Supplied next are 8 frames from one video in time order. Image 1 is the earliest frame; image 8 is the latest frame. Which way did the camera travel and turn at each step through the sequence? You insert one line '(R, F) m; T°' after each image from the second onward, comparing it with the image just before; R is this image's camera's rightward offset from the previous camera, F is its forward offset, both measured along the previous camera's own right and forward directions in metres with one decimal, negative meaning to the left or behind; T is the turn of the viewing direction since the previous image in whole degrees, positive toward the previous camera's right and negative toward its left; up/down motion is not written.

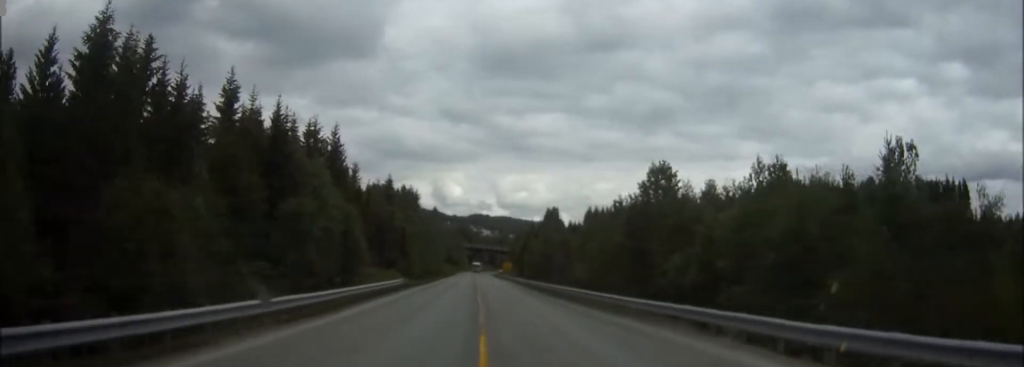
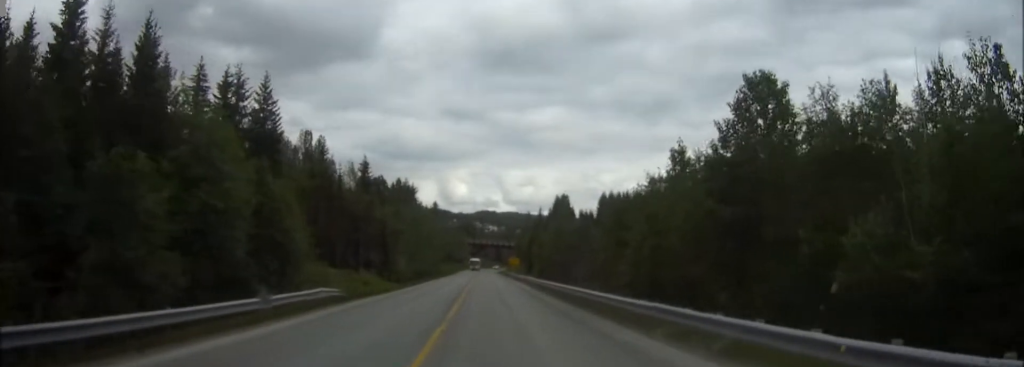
(-0.2, +21.6) m; +3°
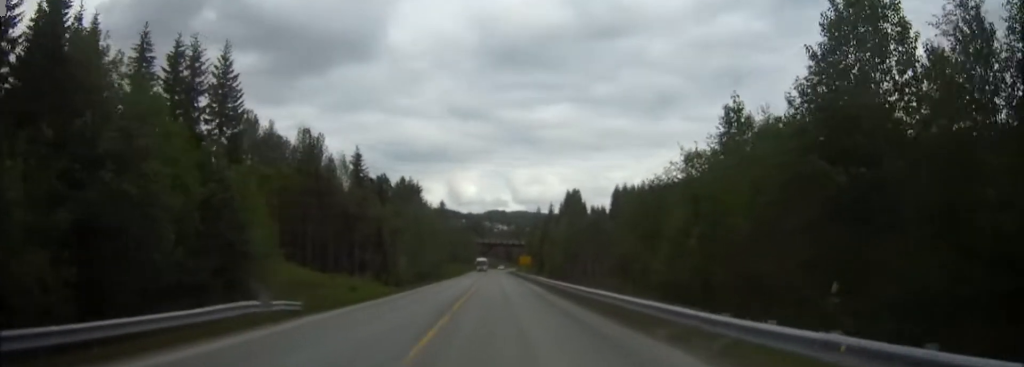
(+0.1, +8.6) m; +2°
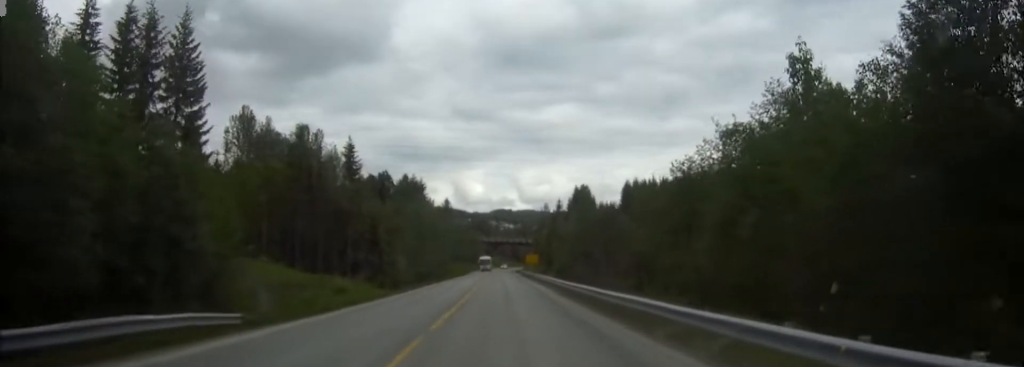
(+0.8, +6.5) m; 0°
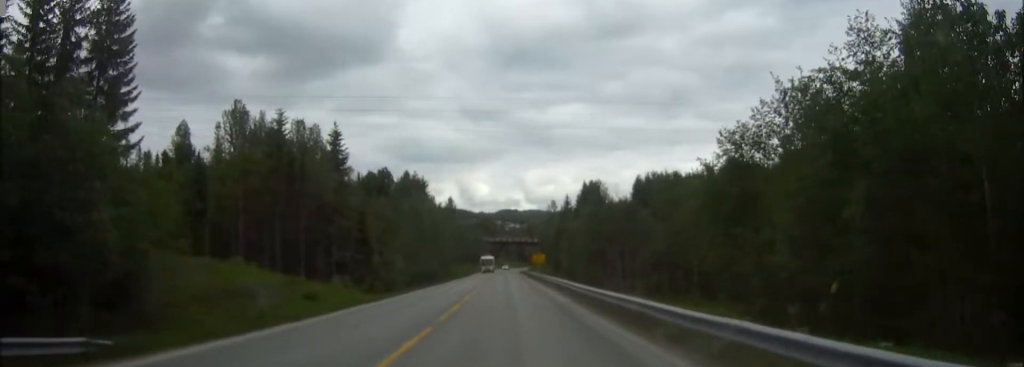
(+0.2, +8.2) m; -1°
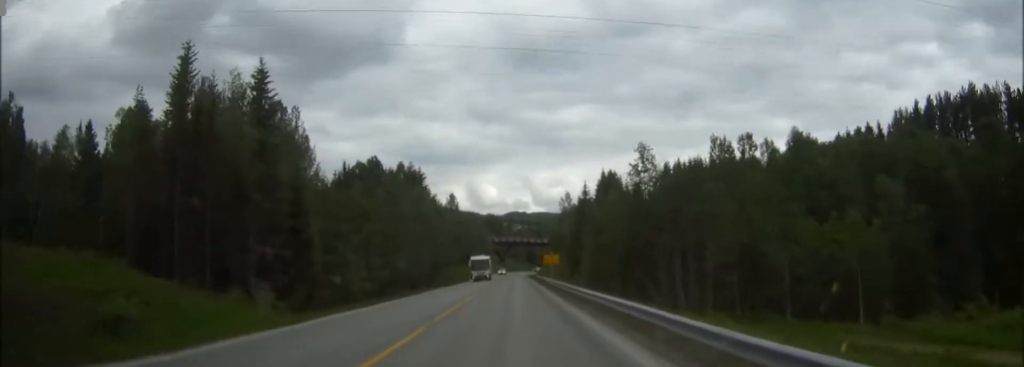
(-1.3, +23.6) m; -1°
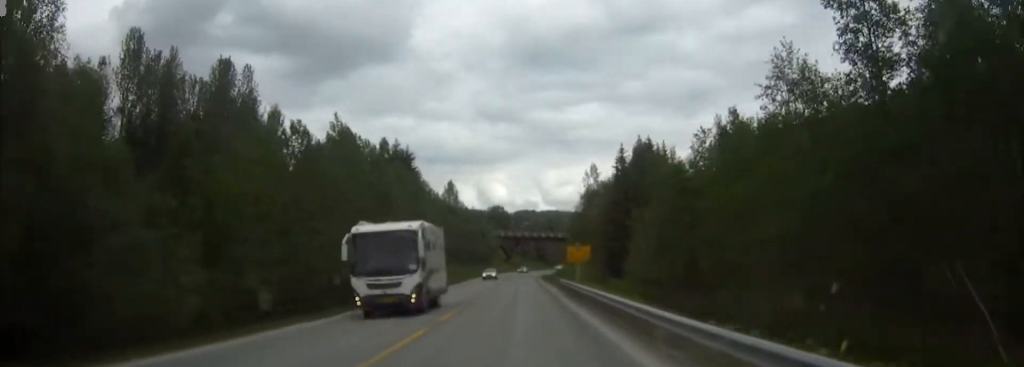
(+0.5, +35.3) m; -1°
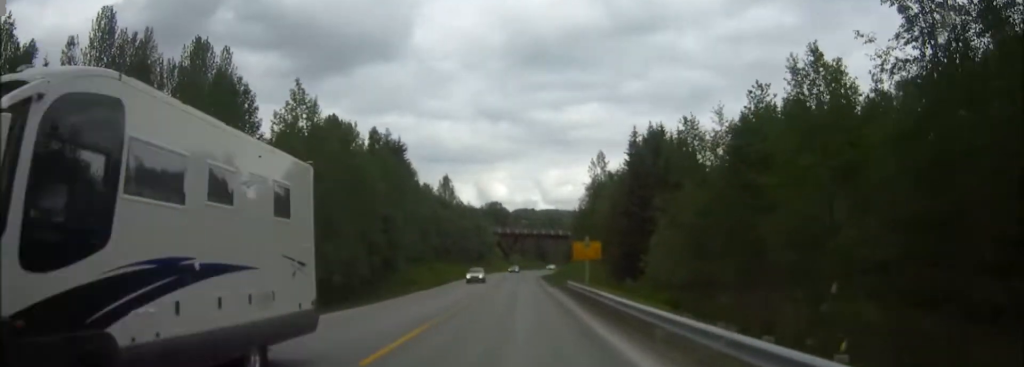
(-0.1, +10.4) m; -1°
